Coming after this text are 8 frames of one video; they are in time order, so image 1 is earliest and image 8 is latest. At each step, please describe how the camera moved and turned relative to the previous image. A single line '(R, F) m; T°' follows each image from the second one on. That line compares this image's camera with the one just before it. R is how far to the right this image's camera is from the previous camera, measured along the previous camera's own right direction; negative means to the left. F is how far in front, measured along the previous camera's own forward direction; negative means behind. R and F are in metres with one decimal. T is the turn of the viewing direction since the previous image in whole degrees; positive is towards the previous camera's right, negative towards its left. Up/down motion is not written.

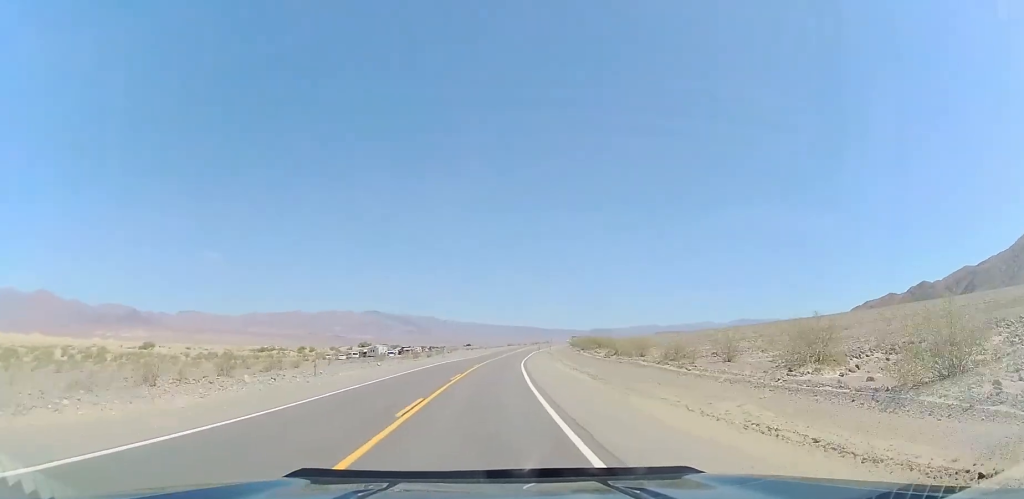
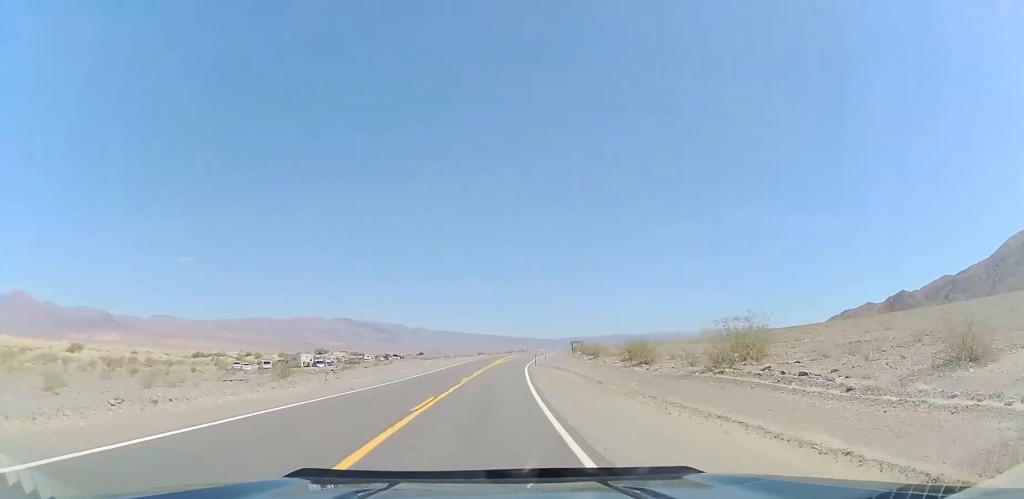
(+1.9, +41.2) m; +4°
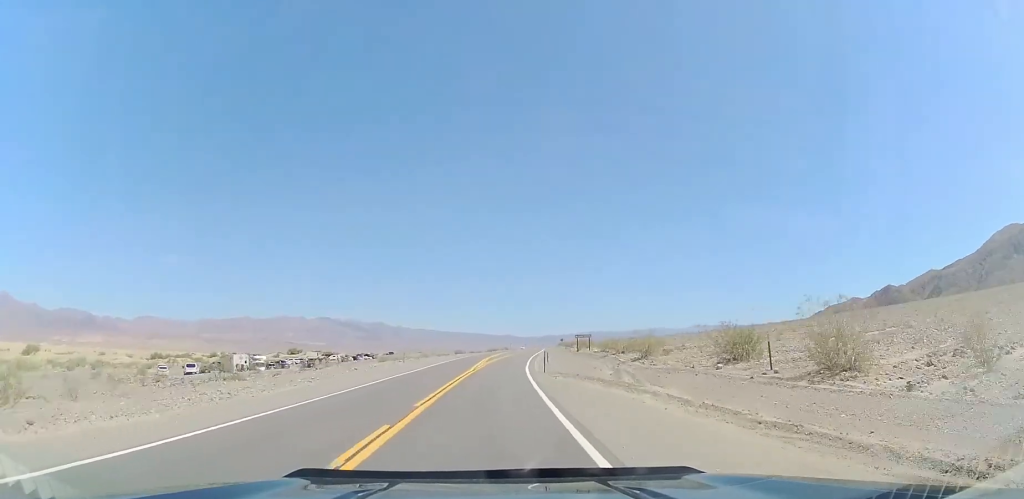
(+0.1, +22.5) m; +1°
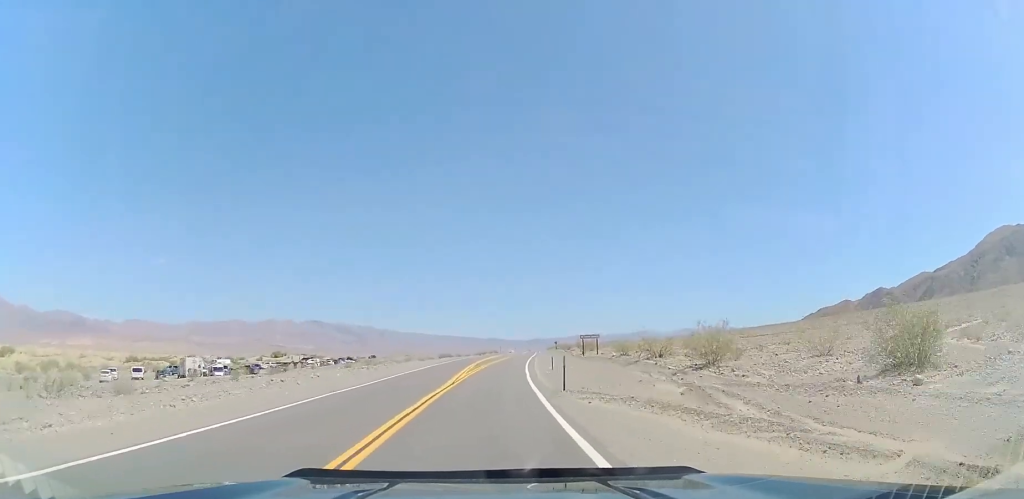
(0.0, +11.7) m; +1°
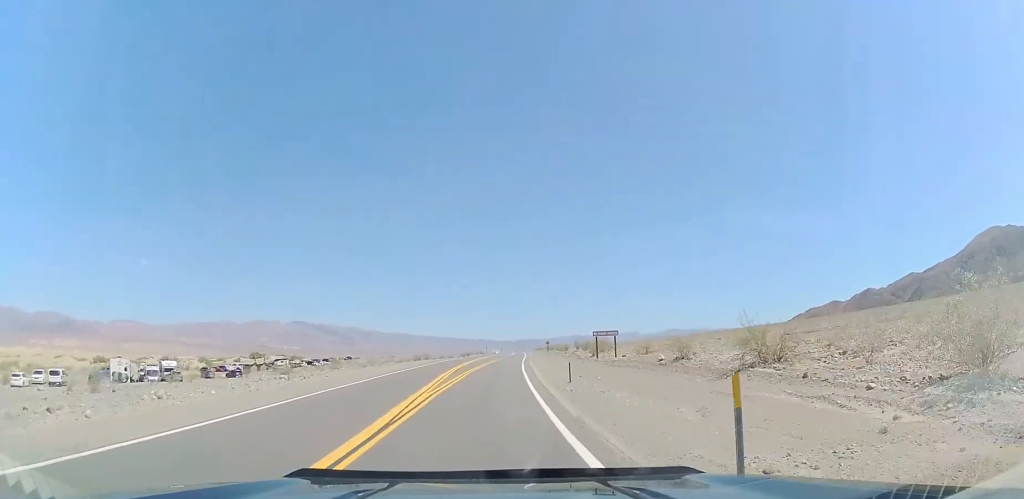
(+0.2, +14.4) m; +1°
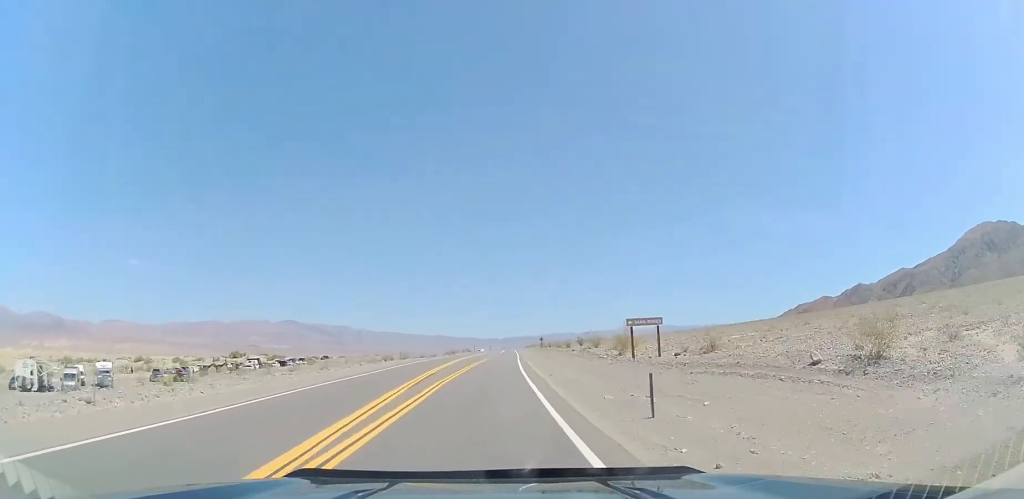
(+0.1, +14.4) m; +1°
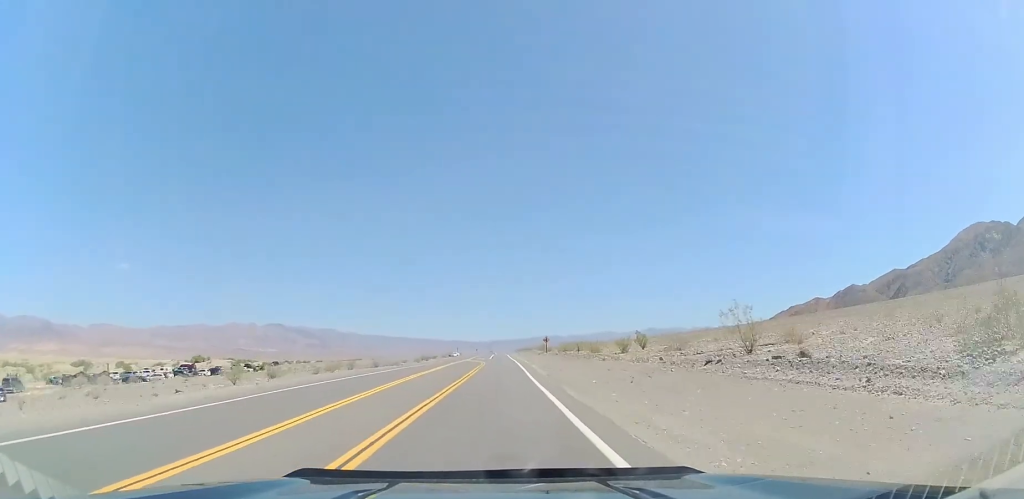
(+1.0, +36.1) m; +2°
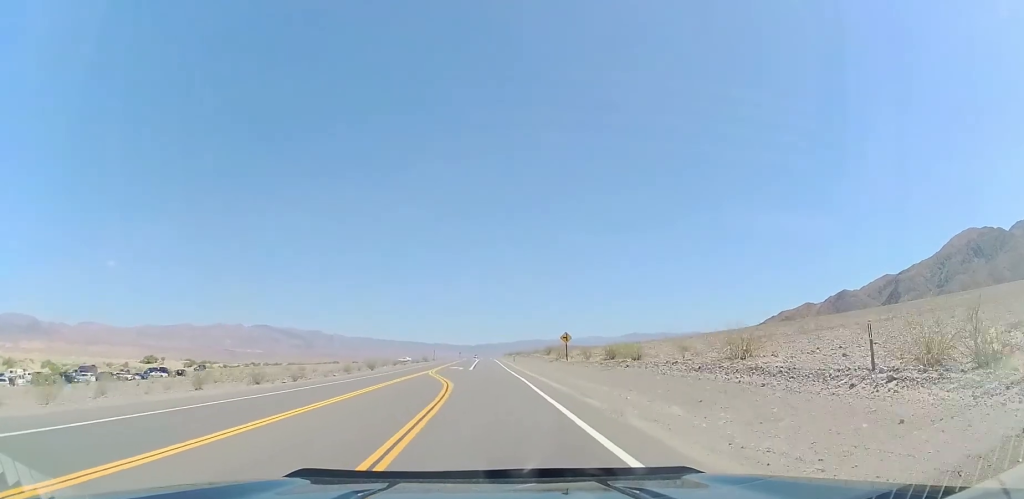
(+0.4, +38.8) m; +3°
